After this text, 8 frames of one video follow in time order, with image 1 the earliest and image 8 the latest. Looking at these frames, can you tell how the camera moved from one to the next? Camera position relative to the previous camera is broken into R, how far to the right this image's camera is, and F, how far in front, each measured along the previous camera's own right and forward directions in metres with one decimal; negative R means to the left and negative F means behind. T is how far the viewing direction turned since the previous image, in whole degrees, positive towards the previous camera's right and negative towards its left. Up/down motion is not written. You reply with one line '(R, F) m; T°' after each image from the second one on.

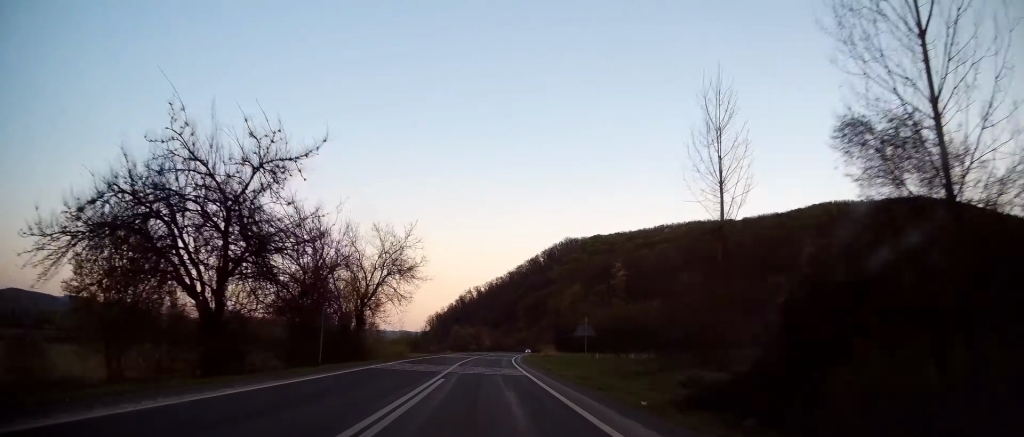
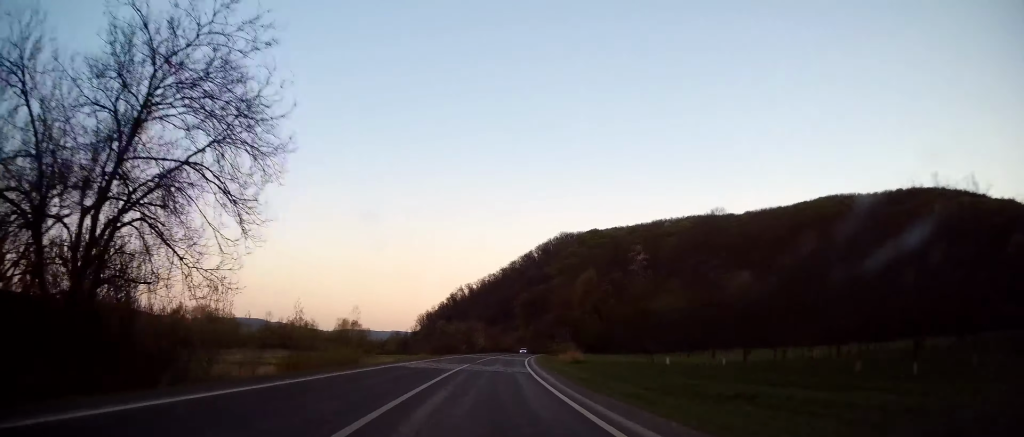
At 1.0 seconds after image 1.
(-0.2, +26.7) m; 0°
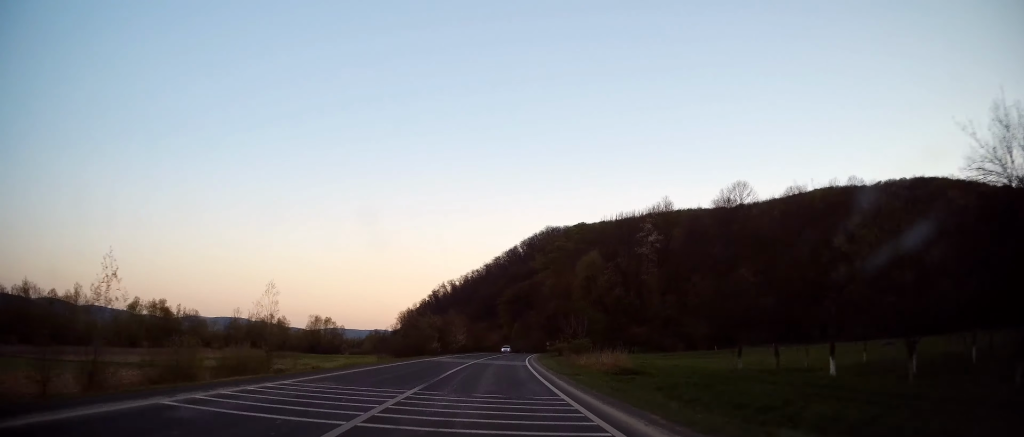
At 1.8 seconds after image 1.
(0.0, +20.6) m; +1°
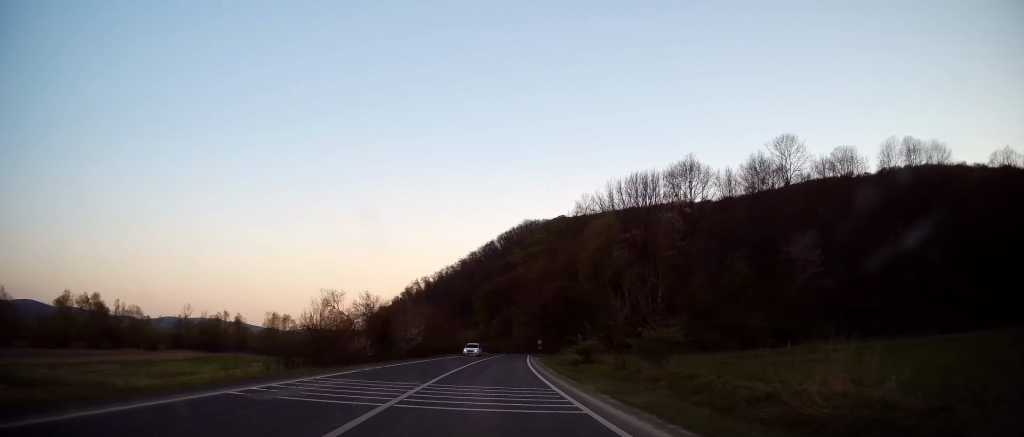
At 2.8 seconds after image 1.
(+0.4, +27.9) m; +2°
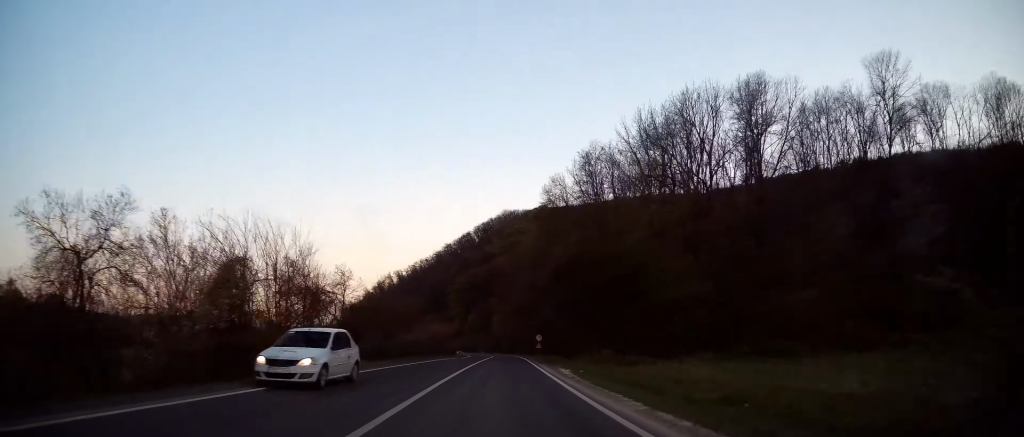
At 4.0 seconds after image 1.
(+0.6, +31.5) m; +3°
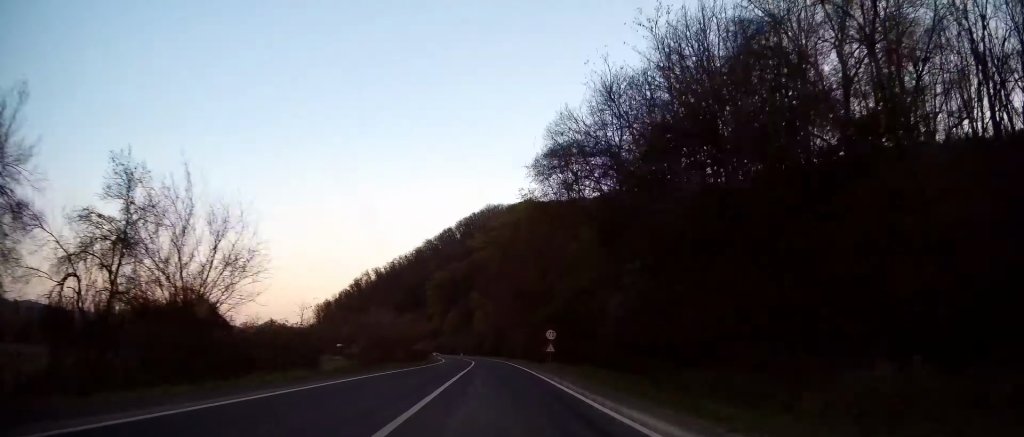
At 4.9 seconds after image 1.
(+0.8, +25.2) m; +2°
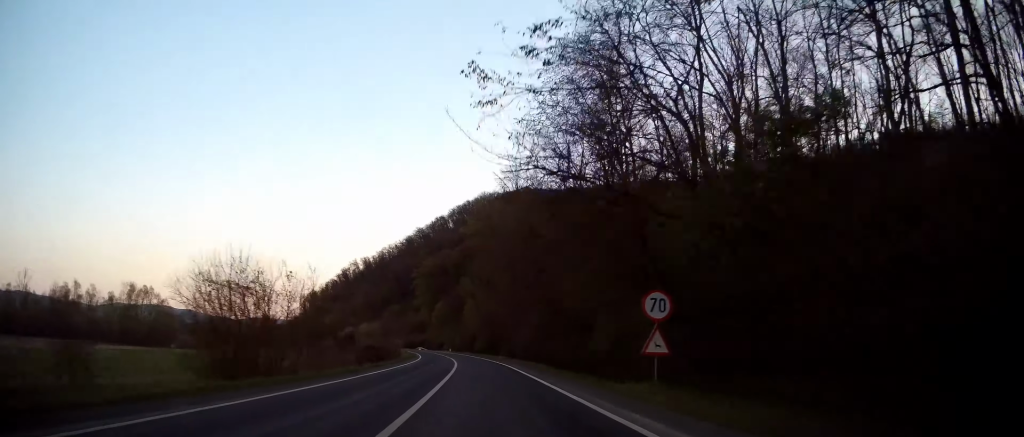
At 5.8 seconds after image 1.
(+0.2, +24.3) m; +1°
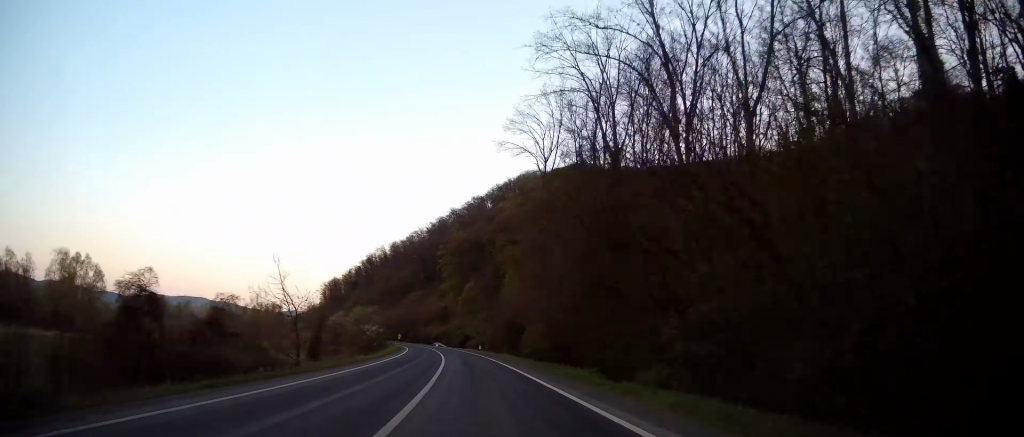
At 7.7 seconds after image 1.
(-0.1, +51.4) m; -2°
